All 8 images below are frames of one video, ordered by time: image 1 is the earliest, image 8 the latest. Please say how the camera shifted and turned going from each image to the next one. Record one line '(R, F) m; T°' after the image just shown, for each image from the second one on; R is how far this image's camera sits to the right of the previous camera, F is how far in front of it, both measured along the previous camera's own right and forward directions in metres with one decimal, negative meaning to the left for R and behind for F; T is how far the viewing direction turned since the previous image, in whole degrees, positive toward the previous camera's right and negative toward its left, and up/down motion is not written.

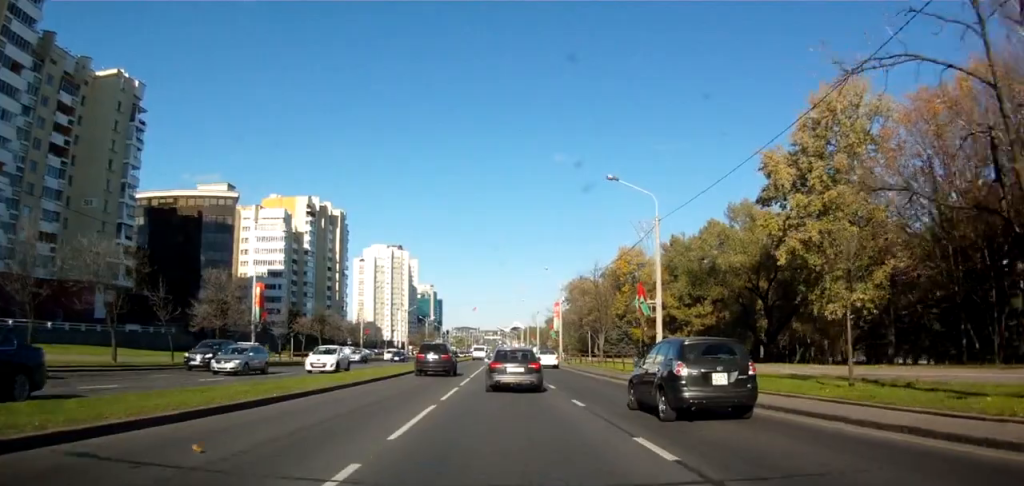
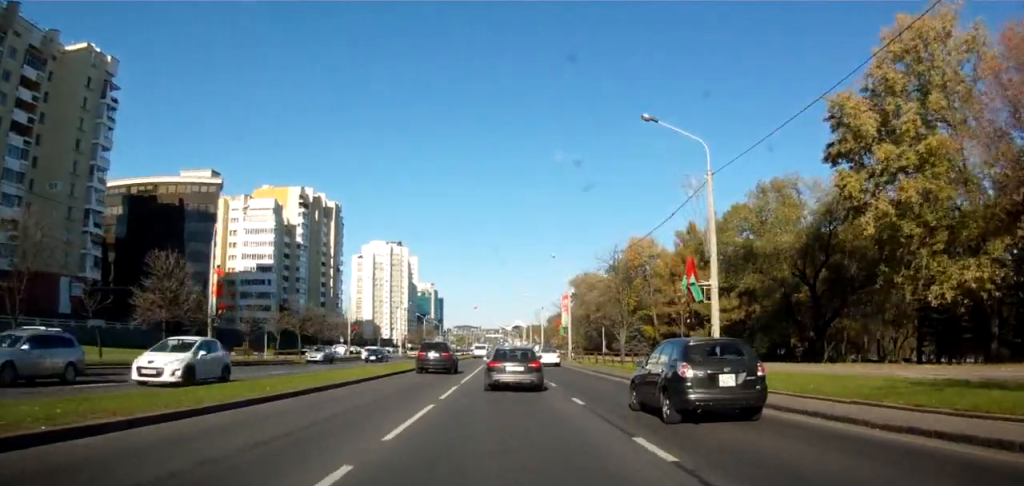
(-0.2, +8.5) m; 0°
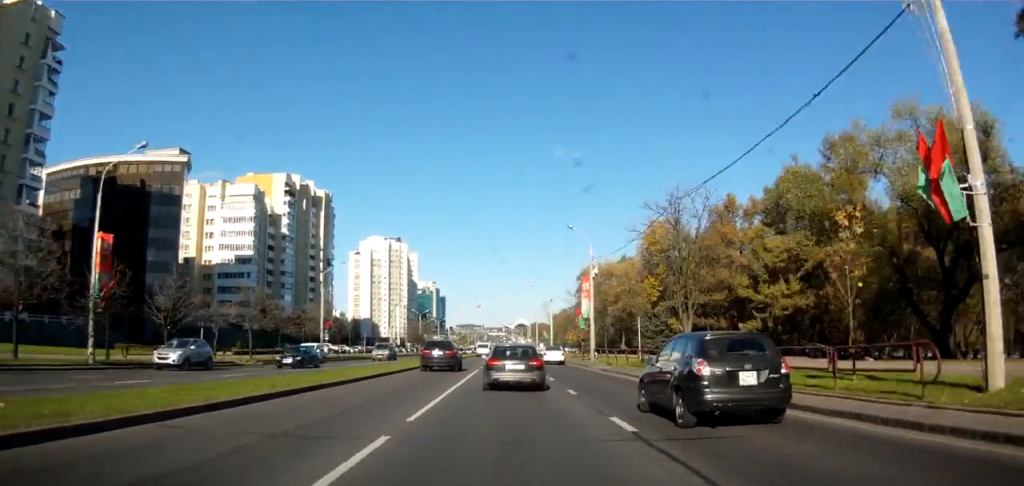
(+0.1, +14.0) m; 0°
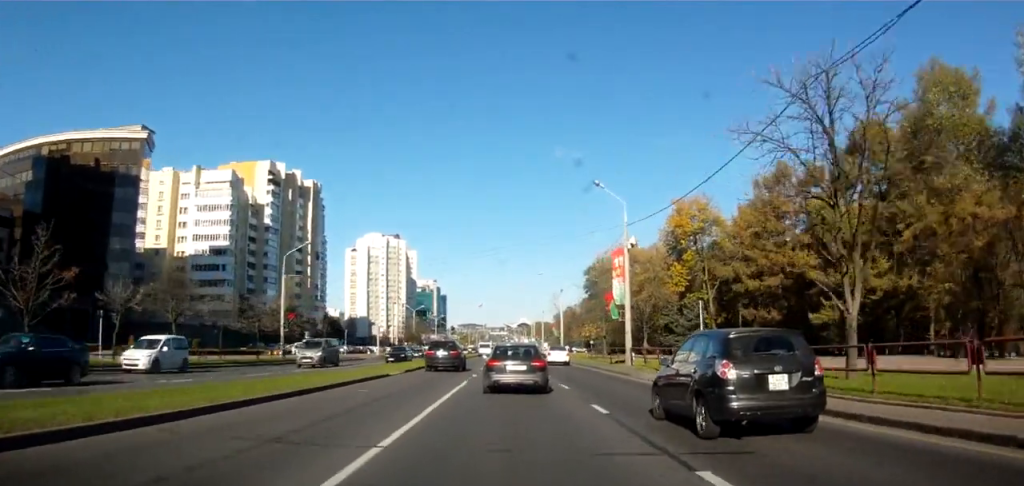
(0.0, +13.1) m; 0°
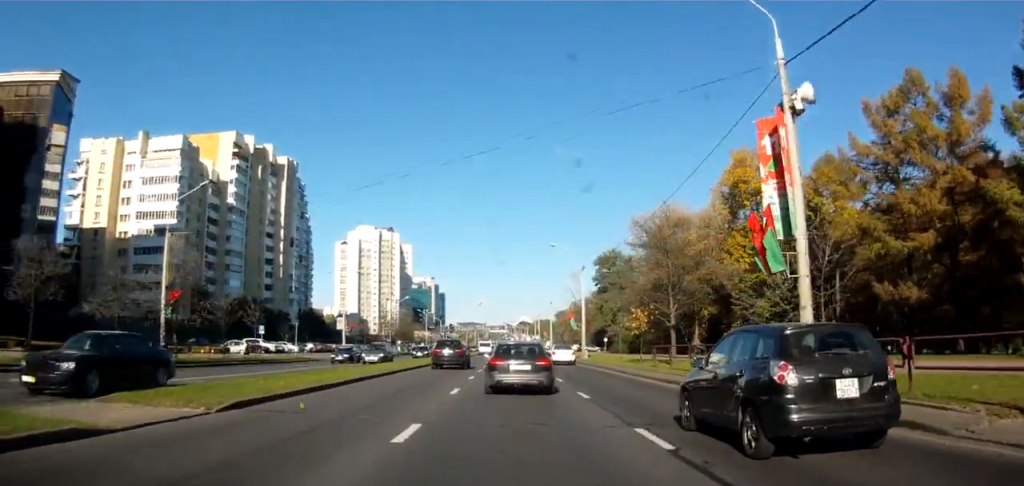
(+0.2, +20.9) m; 0°
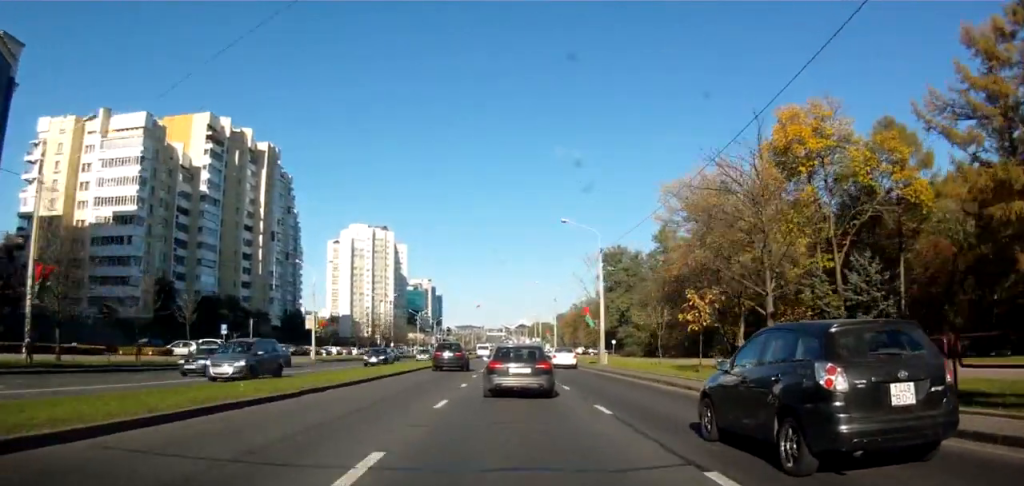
(-0.1, +11.1) m; -1°
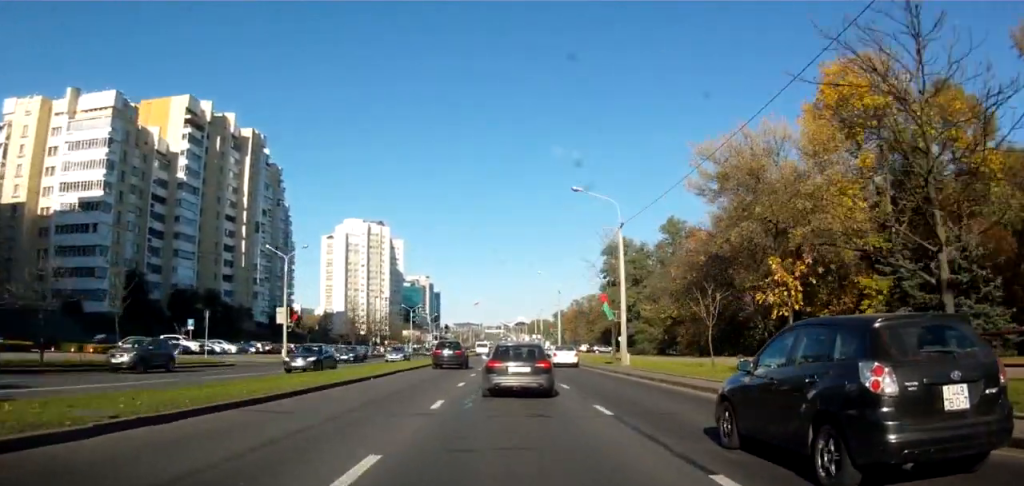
(-0.3, +8.4) m; -1°
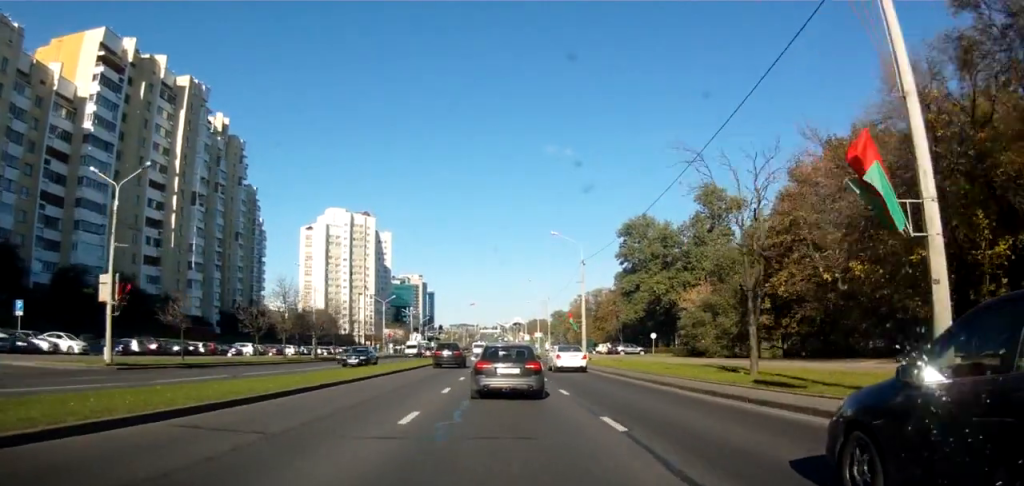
(-2.2, +25.1) m; -3°
